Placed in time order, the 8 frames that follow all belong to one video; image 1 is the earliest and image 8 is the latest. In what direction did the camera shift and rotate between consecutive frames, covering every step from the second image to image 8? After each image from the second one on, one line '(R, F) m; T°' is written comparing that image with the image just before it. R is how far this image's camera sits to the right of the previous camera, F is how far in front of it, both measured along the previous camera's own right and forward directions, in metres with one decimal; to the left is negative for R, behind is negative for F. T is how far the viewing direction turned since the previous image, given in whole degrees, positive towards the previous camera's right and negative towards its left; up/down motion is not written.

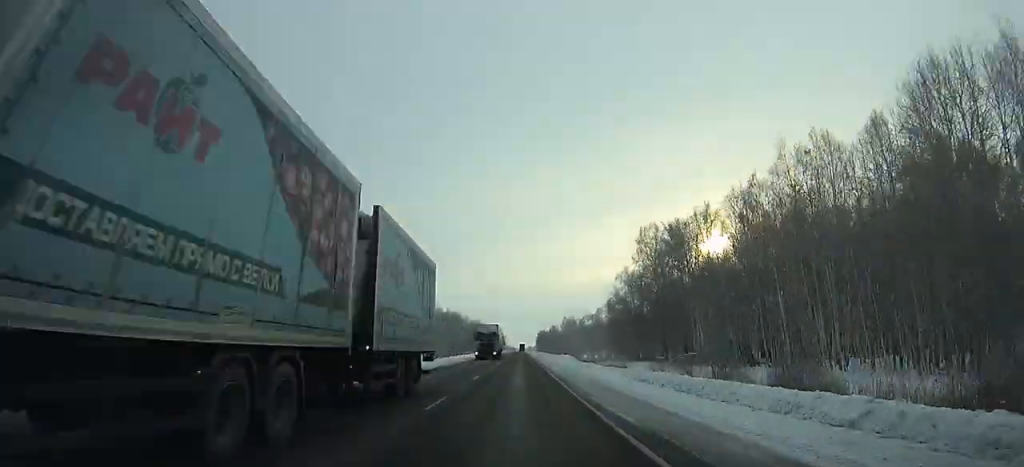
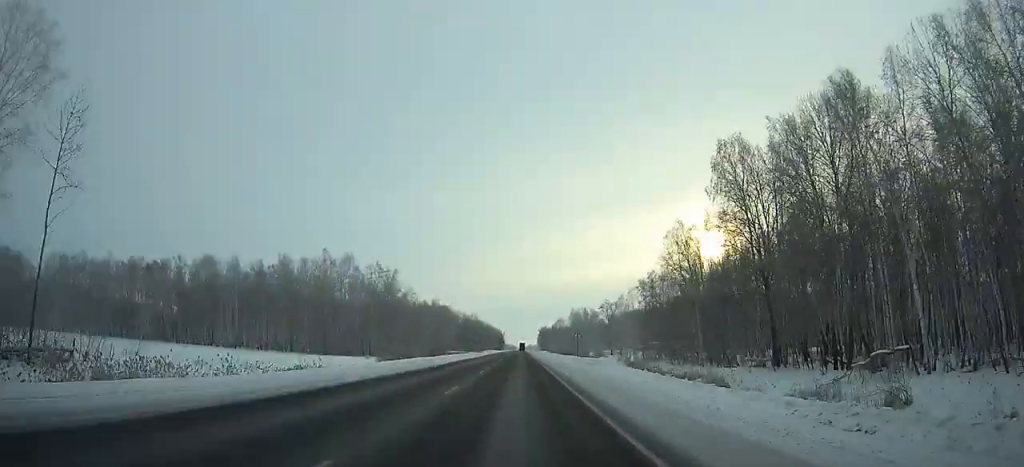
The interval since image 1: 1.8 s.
(0.0, +44.2) m; 0°
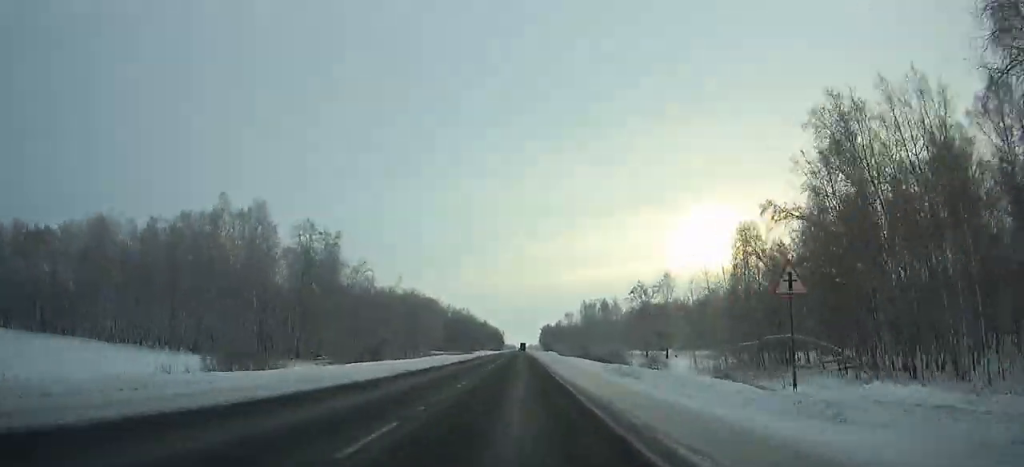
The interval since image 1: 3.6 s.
(0.0, +43.9) m; 0°
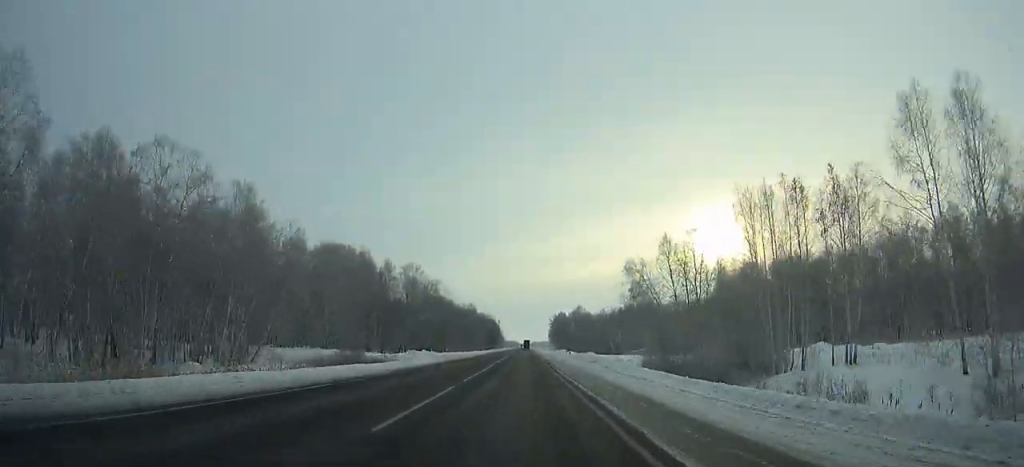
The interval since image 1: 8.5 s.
(-0.5, +119.1) m; 0°
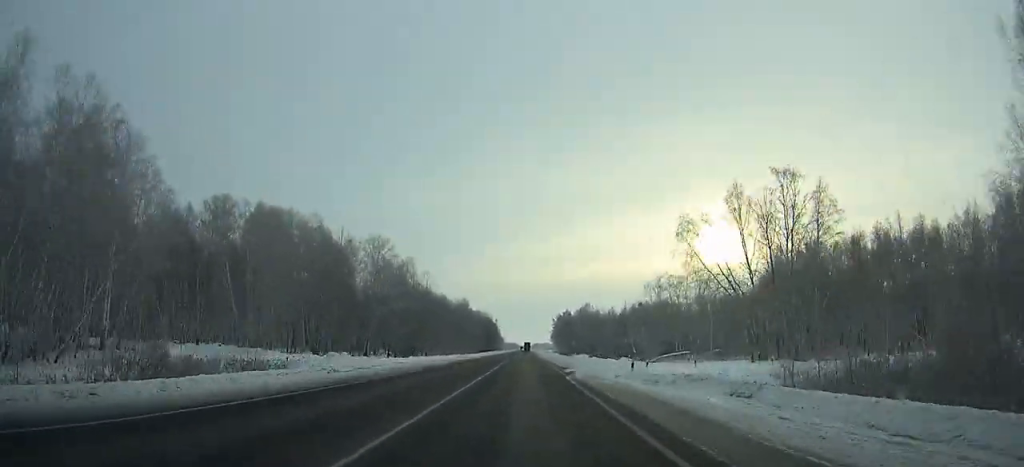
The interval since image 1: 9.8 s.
(+0.1, +31.5) m; 0°
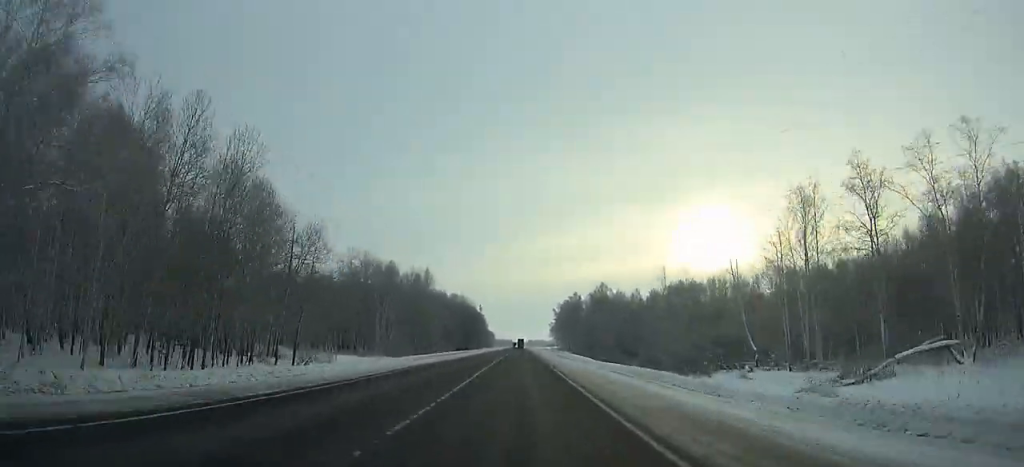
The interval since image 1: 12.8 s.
(+0.2, +72.5) m; 0°
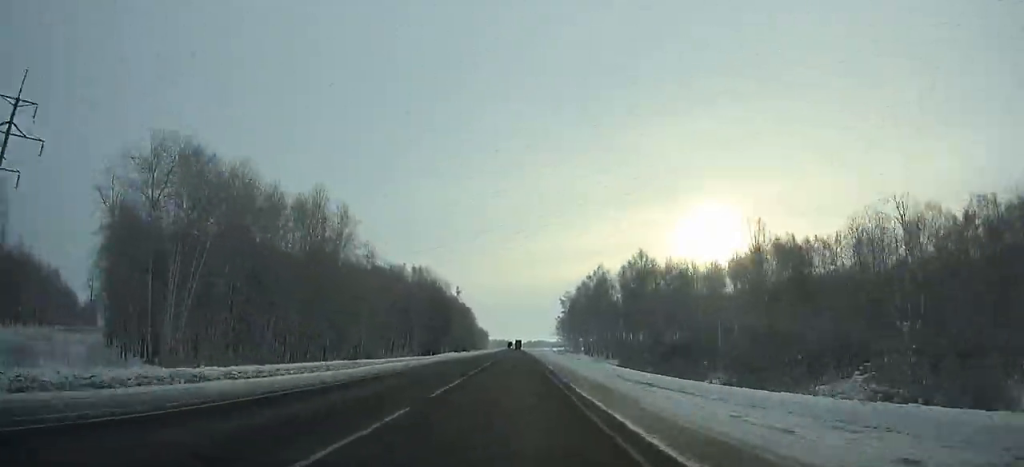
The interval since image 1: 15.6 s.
(0.0, +67.6) m; 0°
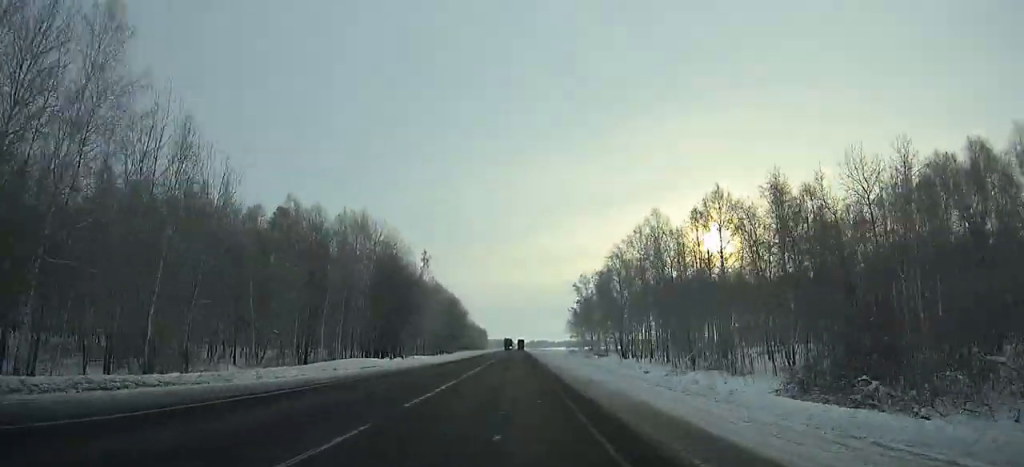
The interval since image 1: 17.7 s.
(0.0, +50.8) m; 0°
